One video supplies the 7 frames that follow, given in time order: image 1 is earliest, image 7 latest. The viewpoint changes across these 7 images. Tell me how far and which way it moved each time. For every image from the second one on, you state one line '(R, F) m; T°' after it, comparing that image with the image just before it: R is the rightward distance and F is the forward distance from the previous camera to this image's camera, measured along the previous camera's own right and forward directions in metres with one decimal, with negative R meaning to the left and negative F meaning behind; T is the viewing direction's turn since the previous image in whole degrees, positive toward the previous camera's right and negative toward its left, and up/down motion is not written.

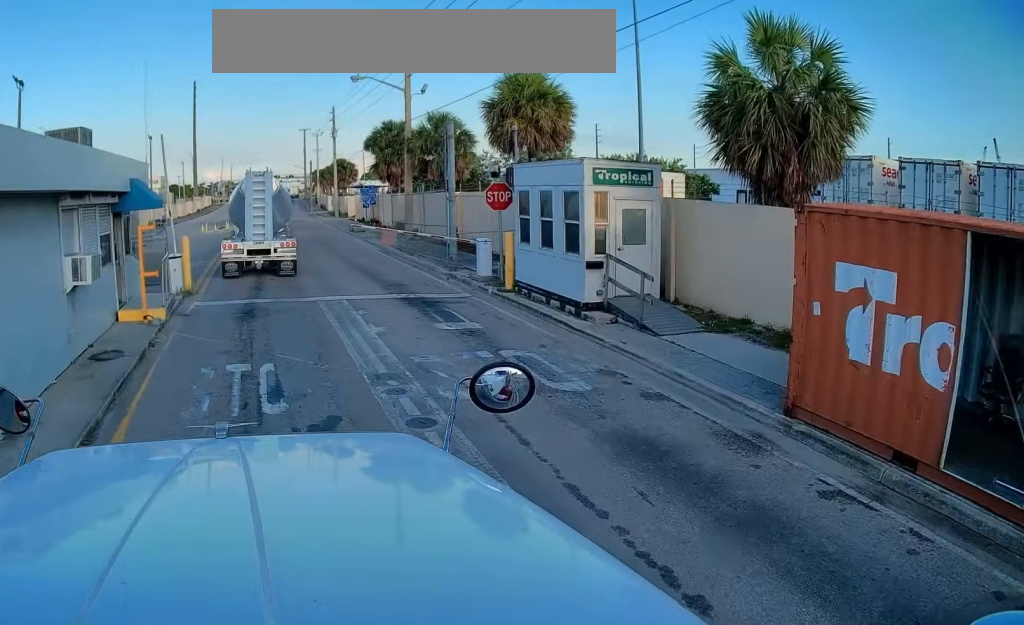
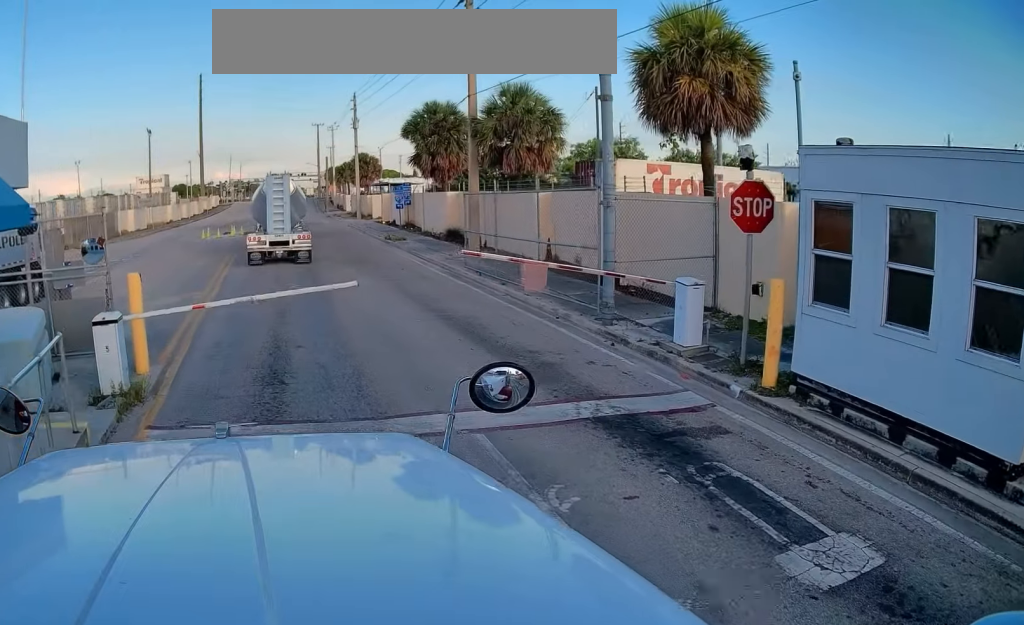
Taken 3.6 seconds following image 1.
(+0.2, +9.2) m; +8°
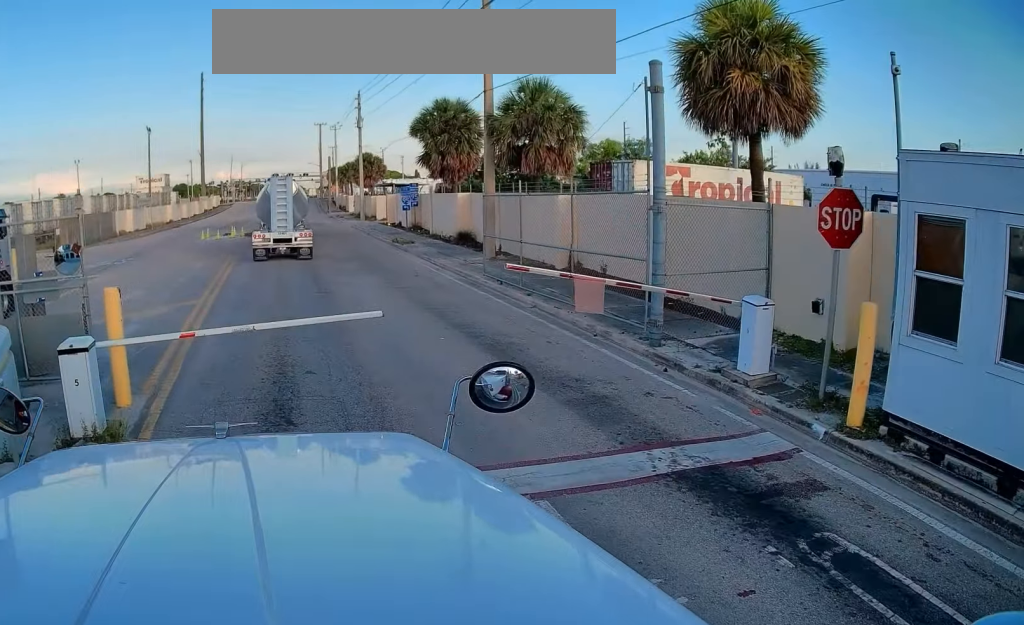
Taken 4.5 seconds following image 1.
(0.0, +1.7) m; +2°
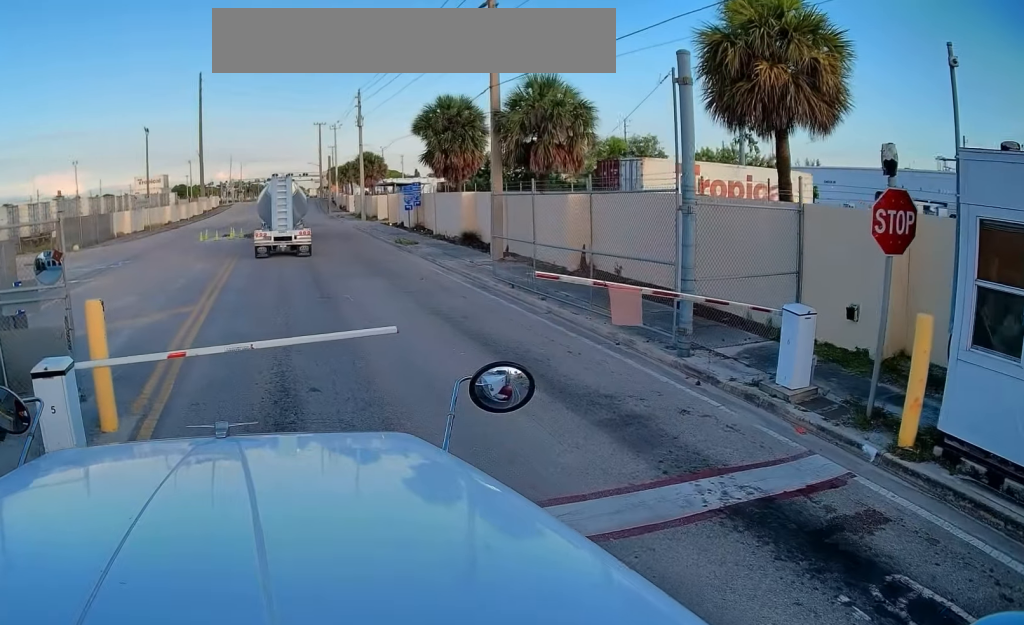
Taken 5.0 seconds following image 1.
(0.0, +0.8) m; 0°
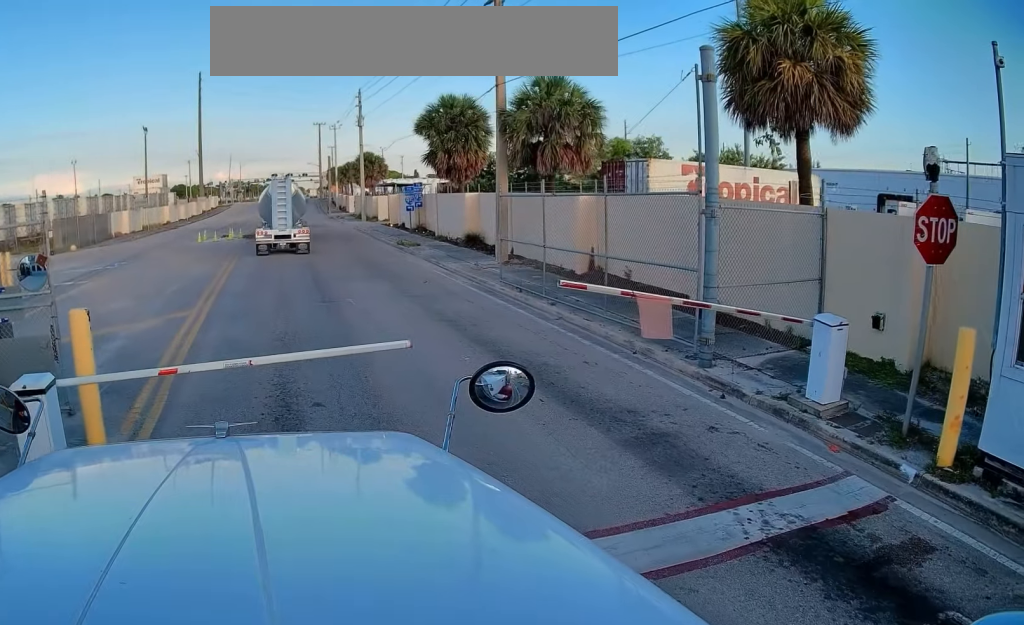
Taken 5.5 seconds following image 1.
(0.0, +0.5) m; 0°
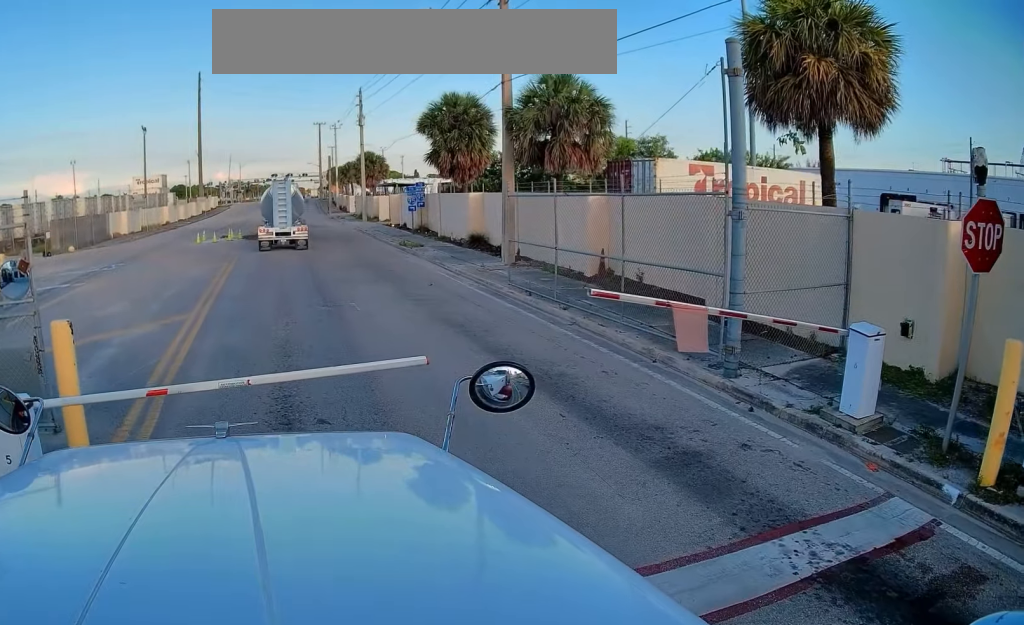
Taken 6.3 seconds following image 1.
(0.0, +0.4) m; 0°
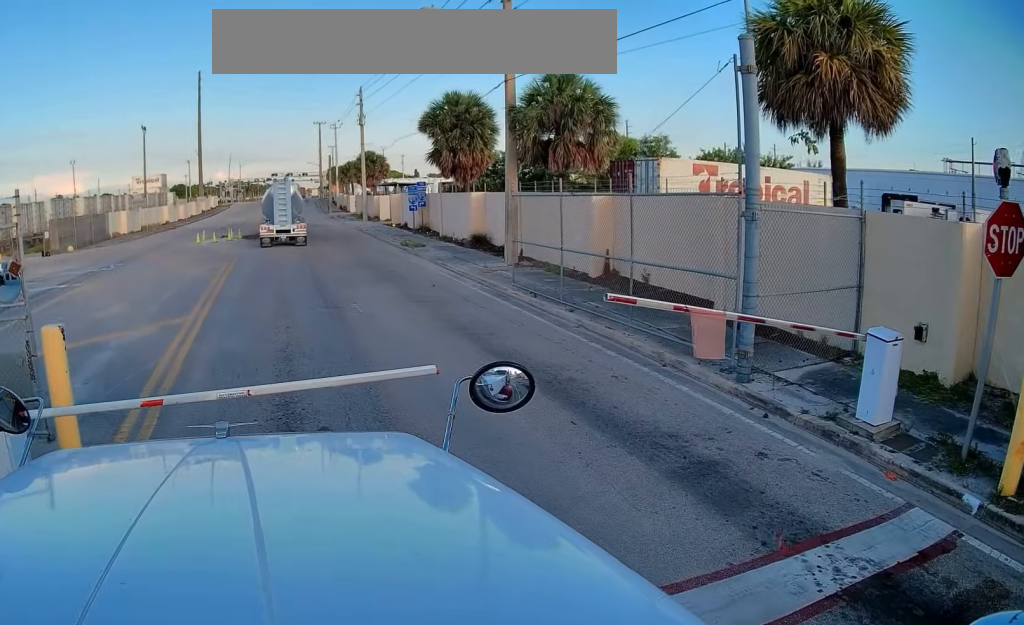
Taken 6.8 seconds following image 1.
(0.0, +0.2) m; 0°
